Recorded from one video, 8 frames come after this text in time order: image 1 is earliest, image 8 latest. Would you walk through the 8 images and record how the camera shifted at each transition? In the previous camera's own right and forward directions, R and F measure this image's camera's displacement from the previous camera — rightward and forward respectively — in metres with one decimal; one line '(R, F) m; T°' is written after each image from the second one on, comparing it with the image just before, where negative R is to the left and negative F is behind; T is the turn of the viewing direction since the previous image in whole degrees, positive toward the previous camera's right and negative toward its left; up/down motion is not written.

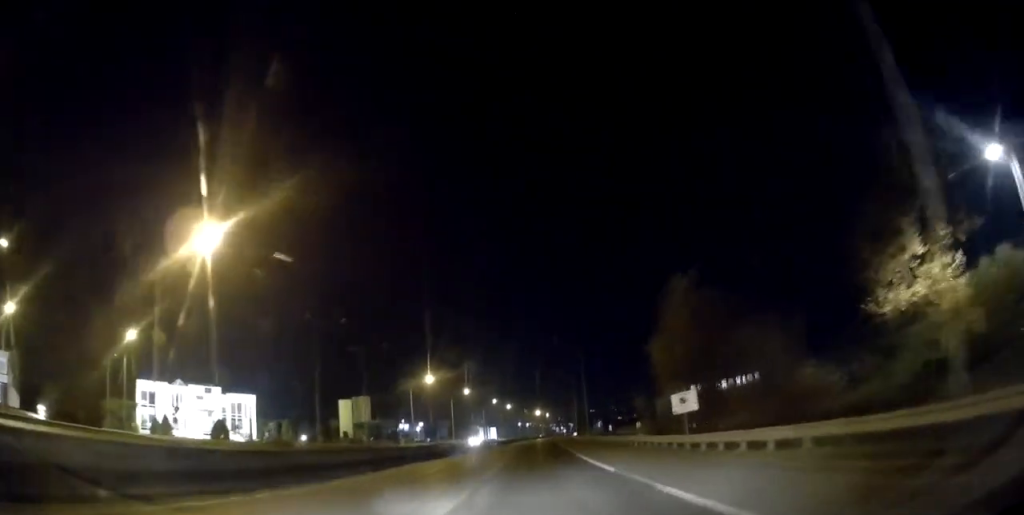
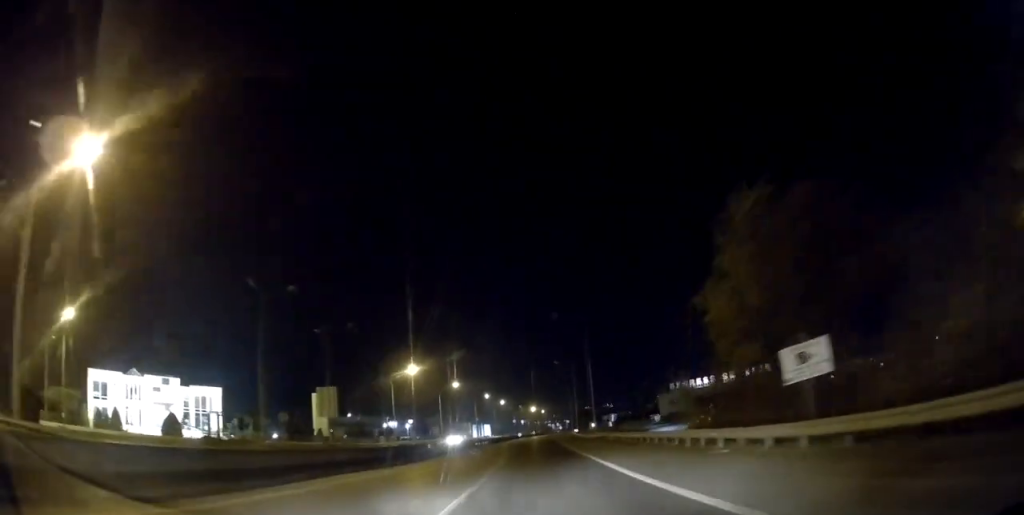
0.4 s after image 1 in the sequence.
(-0.1, +12.1) m; -1°
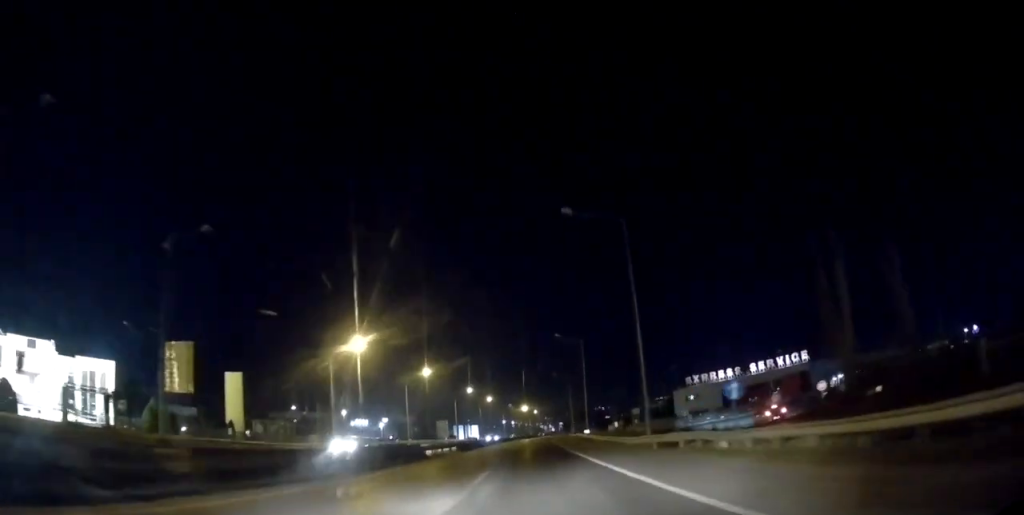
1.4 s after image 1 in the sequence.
(-0.3, +28.8) m; 0°
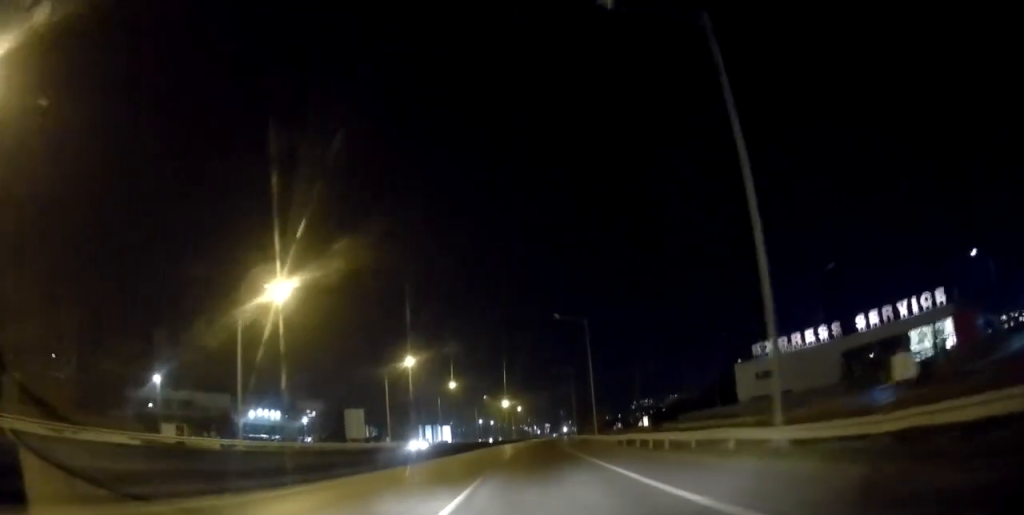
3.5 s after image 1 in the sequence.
(+1.4, +56.9) m; +3°
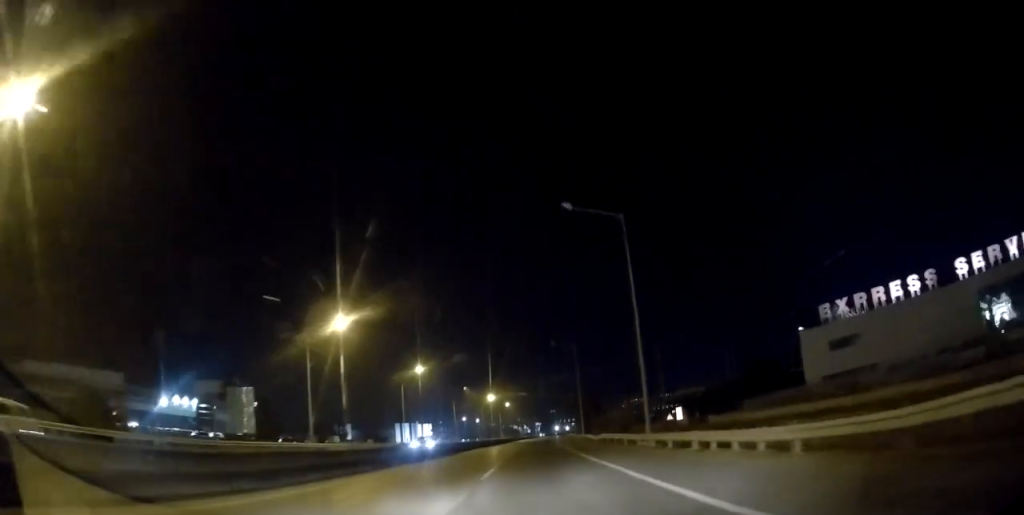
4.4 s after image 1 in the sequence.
(+0.1, +25.1) m; +1°
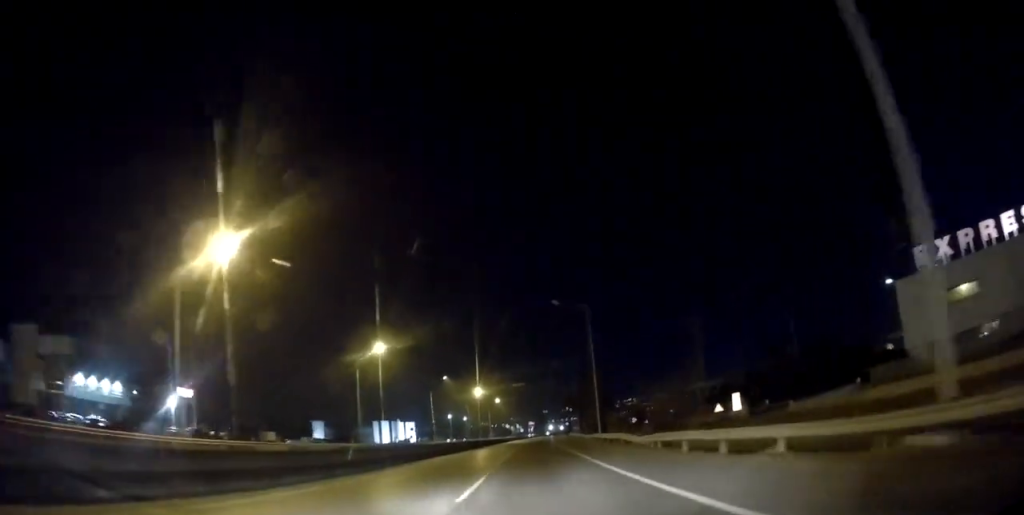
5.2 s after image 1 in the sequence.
(+0.2, +18.3) m; +1°
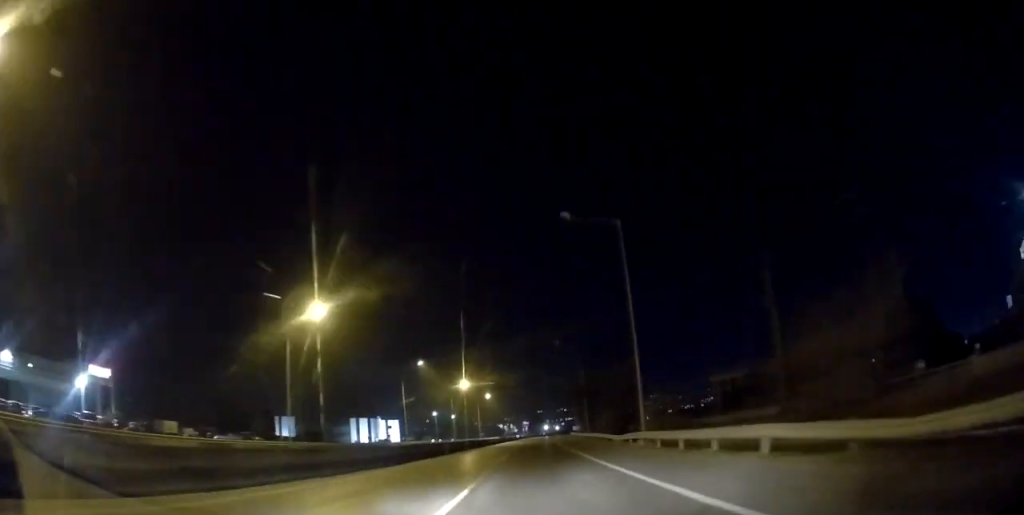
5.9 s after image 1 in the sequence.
(+0.3, +15.7) m; +1°
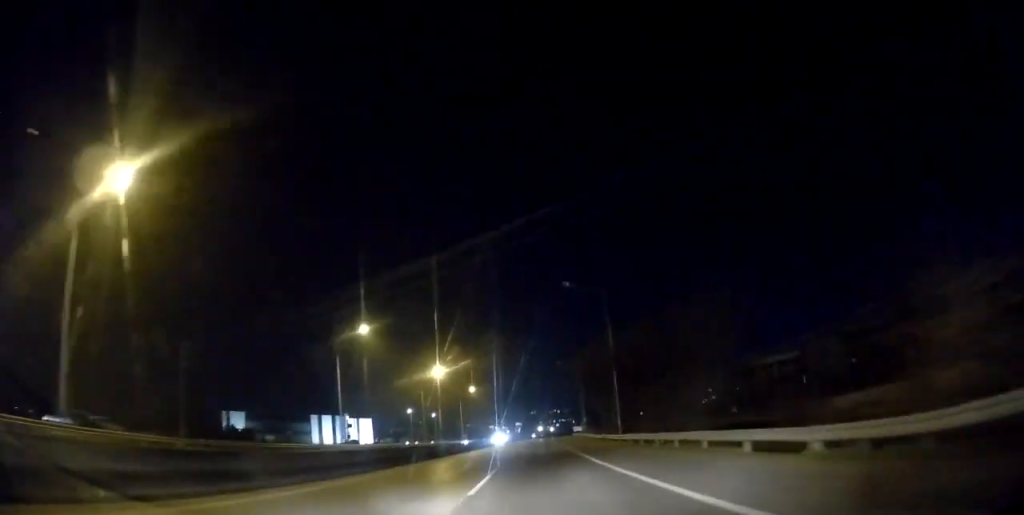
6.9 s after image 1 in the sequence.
(0.0, +21.4) m; -1°
